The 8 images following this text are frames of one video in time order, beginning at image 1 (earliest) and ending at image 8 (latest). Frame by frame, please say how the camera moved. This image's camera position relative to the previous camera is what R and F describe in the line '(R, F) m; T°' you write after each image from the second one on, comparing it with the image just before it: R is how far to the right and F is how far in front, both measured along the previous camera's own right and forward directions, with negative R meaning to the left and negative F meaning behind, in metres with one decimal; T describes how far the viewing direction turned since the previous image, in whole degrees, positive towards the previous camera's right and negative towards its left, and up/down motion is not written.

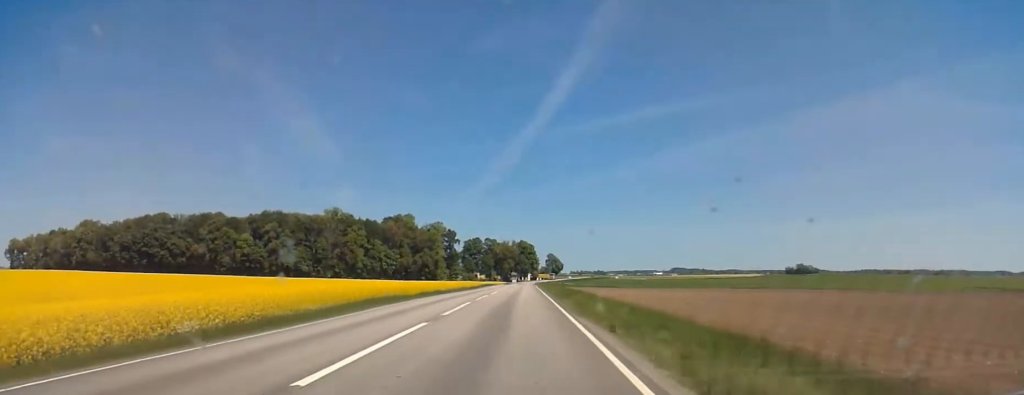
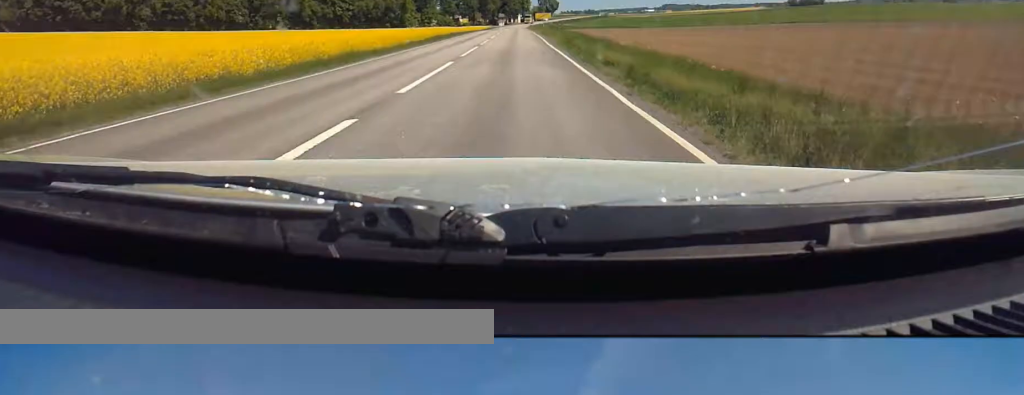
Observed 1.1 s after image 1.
(+0.2, +28.3) m; 0°
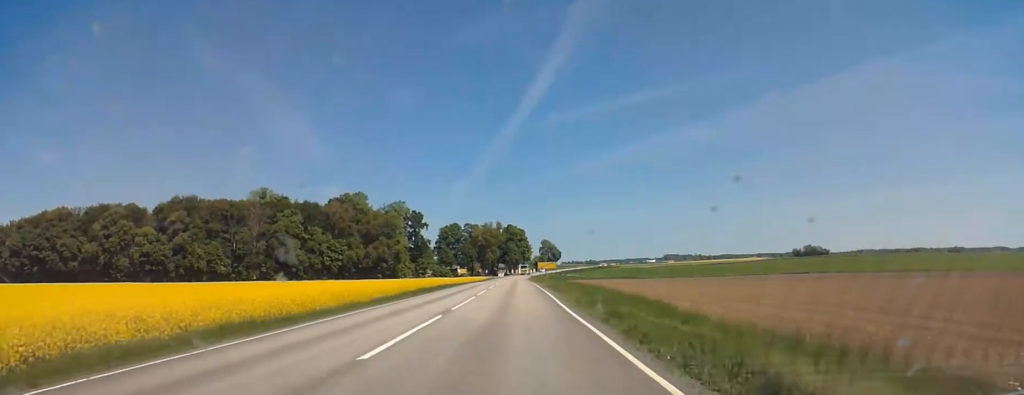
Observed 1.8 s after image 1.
(0.0, +16.7) m; 0°
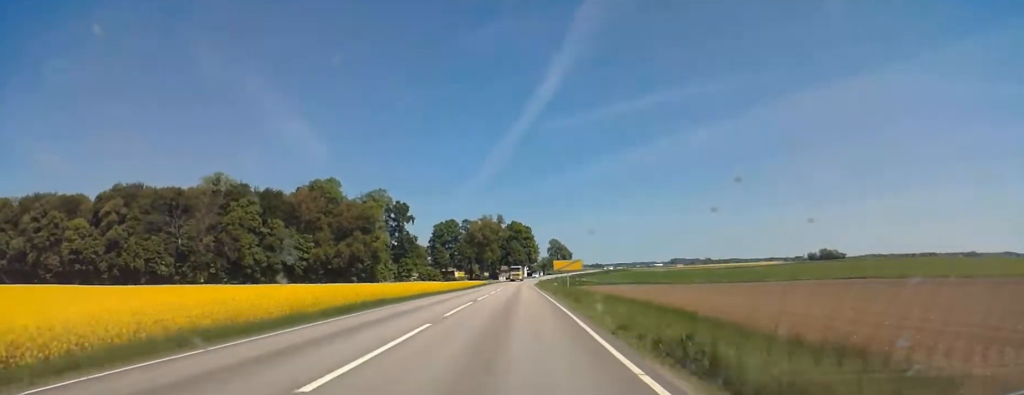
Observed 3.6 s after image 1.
(-0.5, +41.3) m; -1°
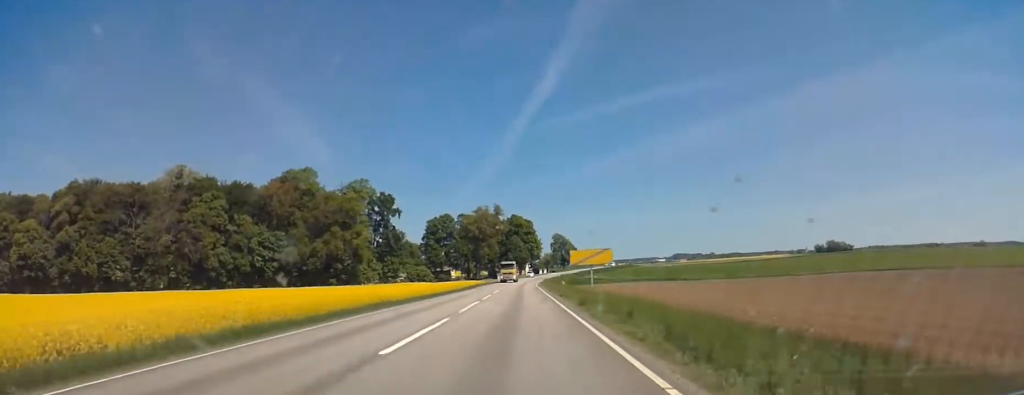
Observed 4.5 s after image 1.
(0.0, +22.1) m; 0°
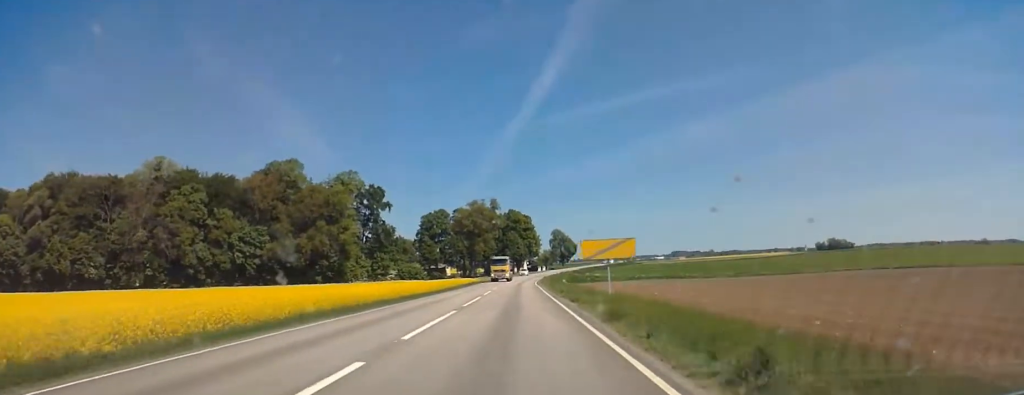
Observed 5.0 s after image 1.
(0.0, +9.9) m; 0°
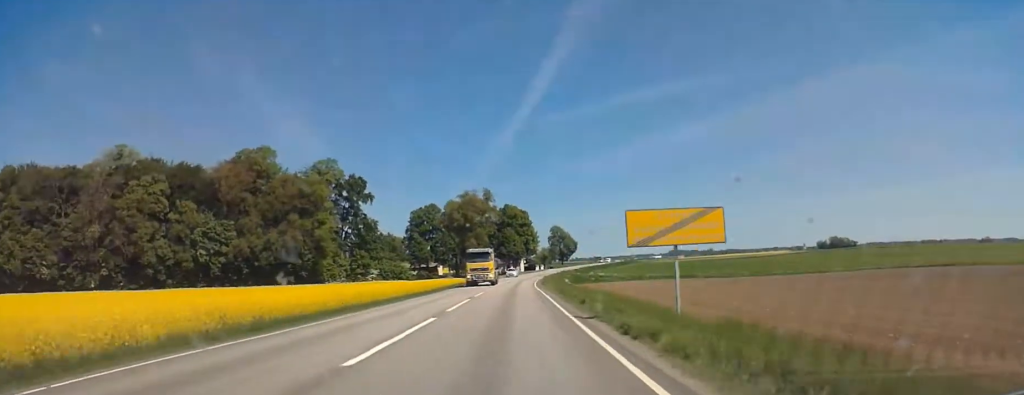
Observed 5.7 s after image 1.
(+0.1, +15.9) m; 0°
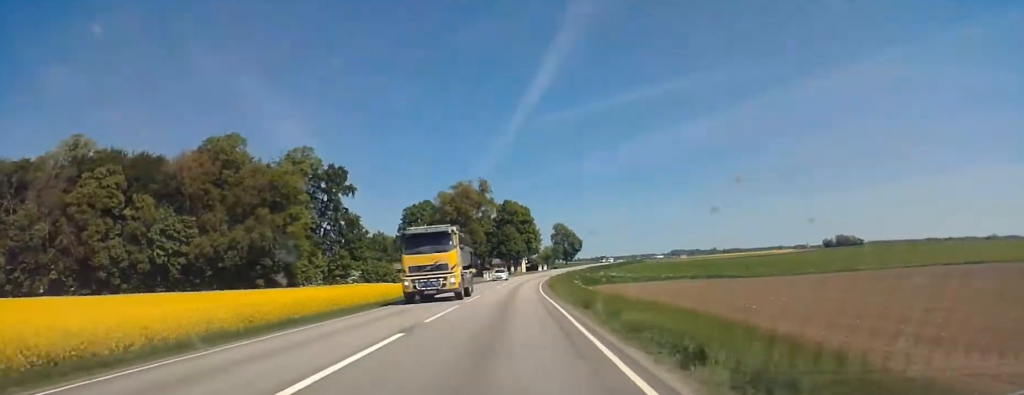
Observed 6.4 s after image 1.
(0.0, +16.5) m; 0°
